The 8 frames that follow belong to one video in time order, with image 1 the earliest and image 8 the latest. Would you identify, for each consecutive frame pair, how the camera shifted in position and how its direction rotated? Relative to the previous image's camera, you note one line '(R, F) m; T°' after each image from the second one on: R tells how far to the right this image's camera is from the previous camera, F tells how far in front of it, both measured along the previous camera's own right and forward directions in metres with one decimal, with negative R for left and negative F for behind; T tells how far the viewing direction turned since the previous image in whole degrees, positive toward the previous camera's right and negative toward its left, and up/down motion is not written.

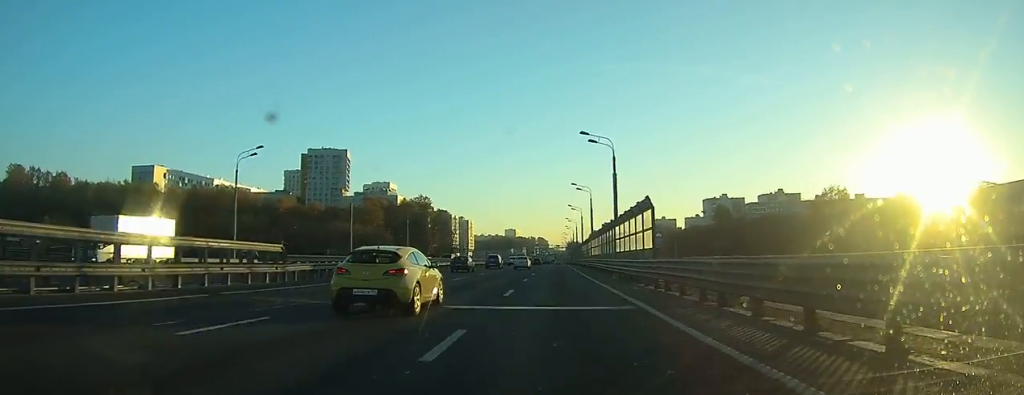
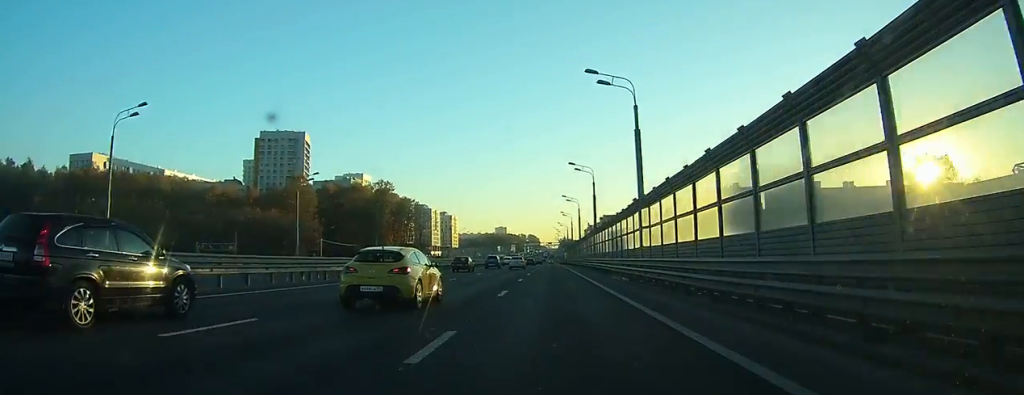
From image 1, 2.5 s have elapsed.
(+0.4, +50.1) m; +1°
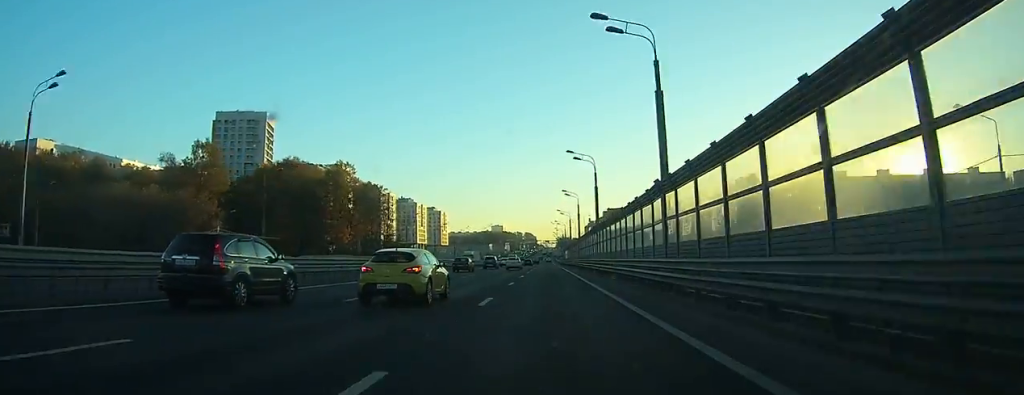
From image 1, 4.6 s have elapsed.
(+0.2, +39.0) m; 0°
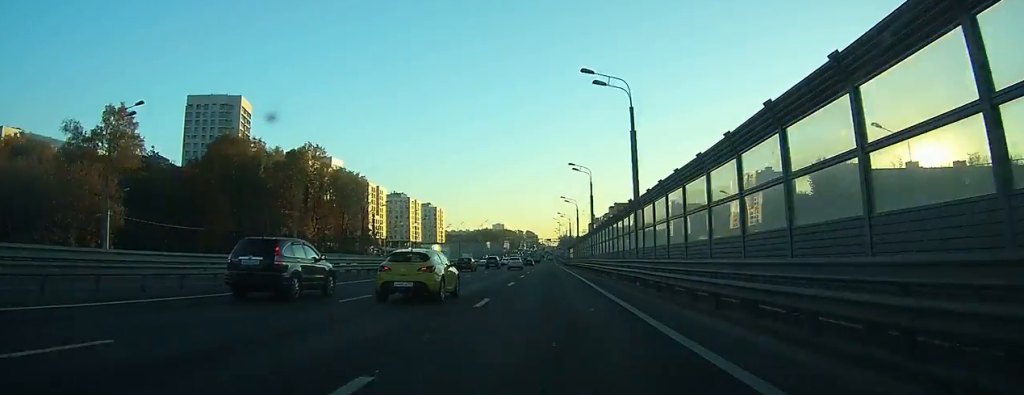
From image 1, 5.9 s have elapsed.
(0.0, +23.7) m; 0°
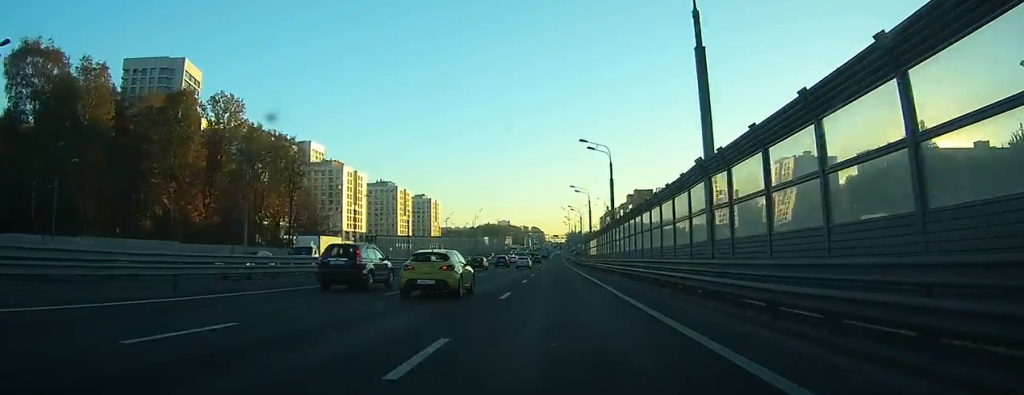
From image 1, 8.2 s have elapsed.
(-0.1, +47.5) m; 0°
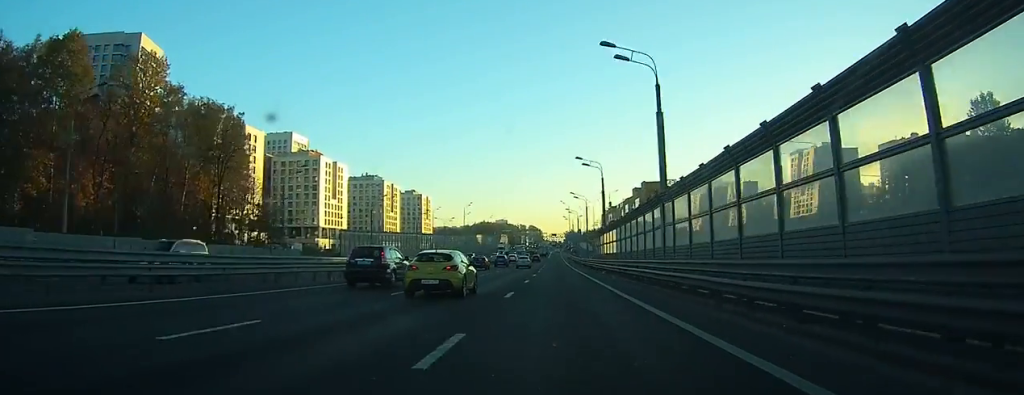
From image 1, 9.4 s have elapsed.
(0.0, +26.0) m; 0°
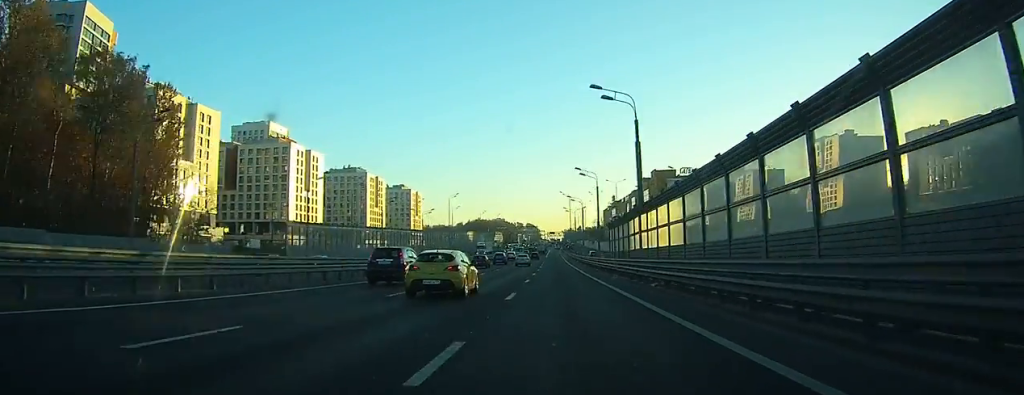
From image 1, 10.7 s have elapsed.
(0.0, +27.0) m; 0°
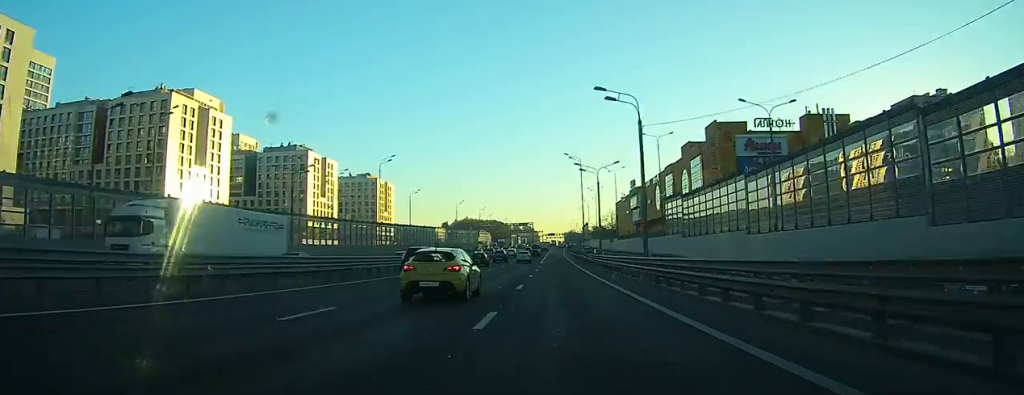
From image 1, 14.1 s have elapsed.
(+0.4, +69.1) m; +1°
